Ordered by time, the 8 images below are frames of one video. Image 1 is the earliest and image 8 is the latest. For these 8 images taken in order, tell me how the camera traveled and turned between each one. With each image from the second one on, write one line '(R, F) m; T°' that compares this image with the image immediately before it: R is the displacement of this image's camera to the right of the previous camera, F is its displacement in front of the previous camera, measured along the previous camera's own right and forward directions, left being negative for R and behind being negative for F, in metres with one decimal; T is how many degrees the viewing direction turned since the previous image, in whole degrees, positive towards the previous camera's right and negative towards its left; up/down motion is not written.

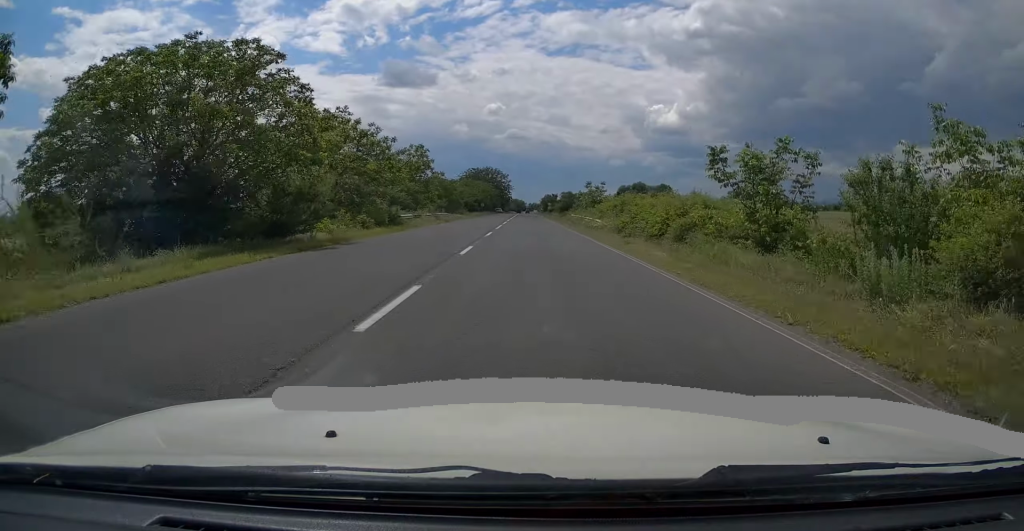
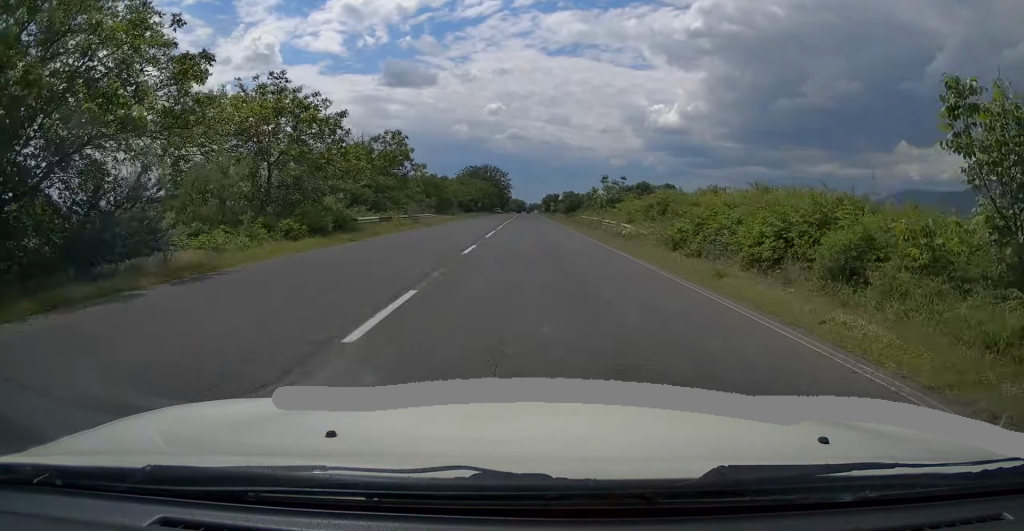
(-0.2, +9.1) m; 0°
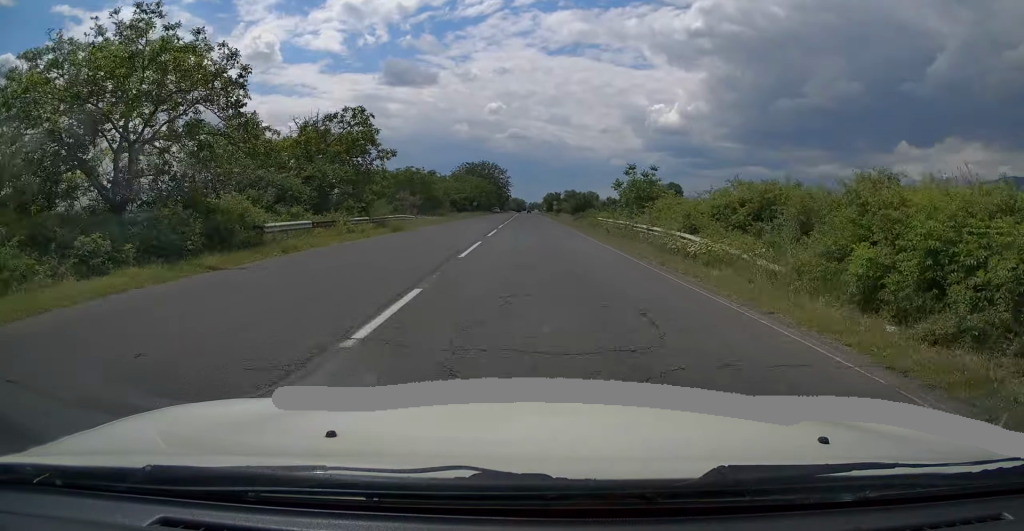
(-0.2, +9.6) m; 0°
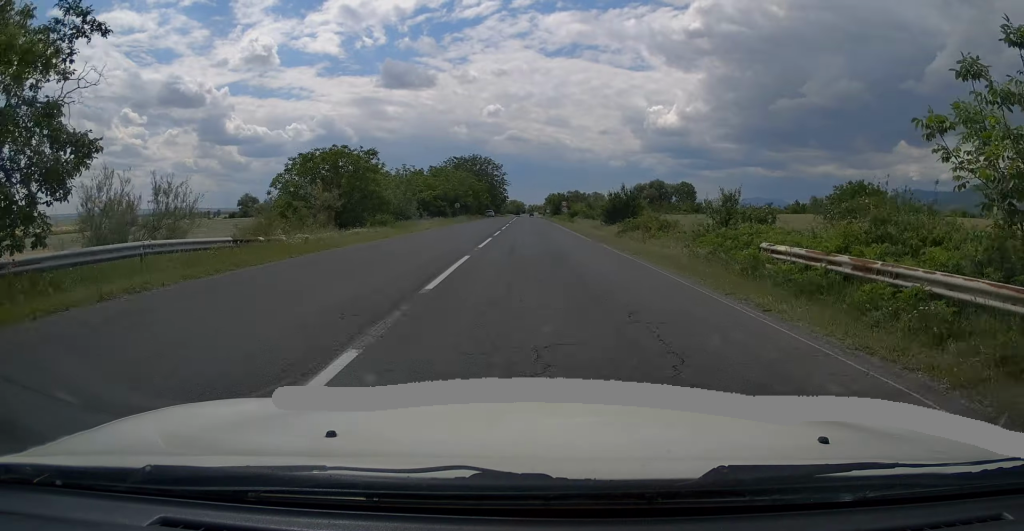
(+0.2, +24.8) m; 0°
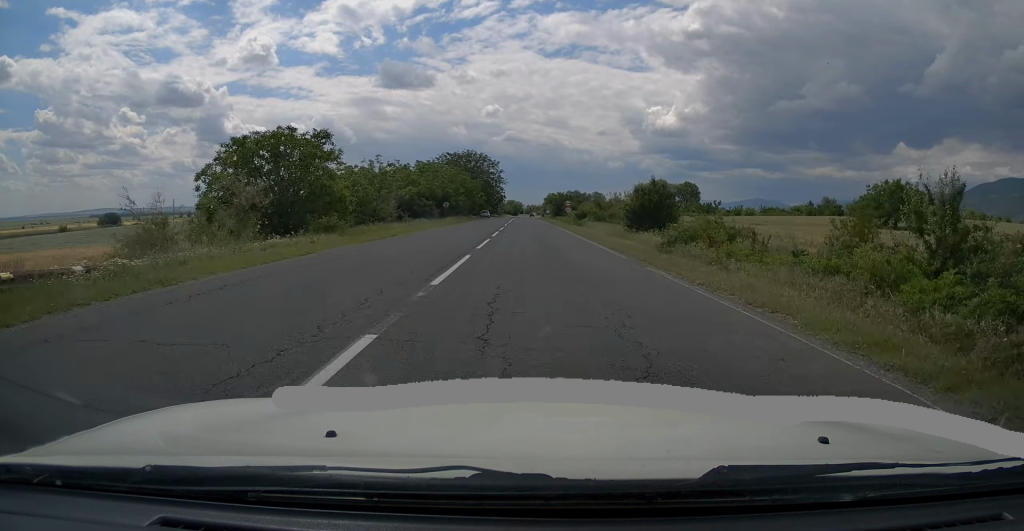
(-0.2, +9.1) m; 0°
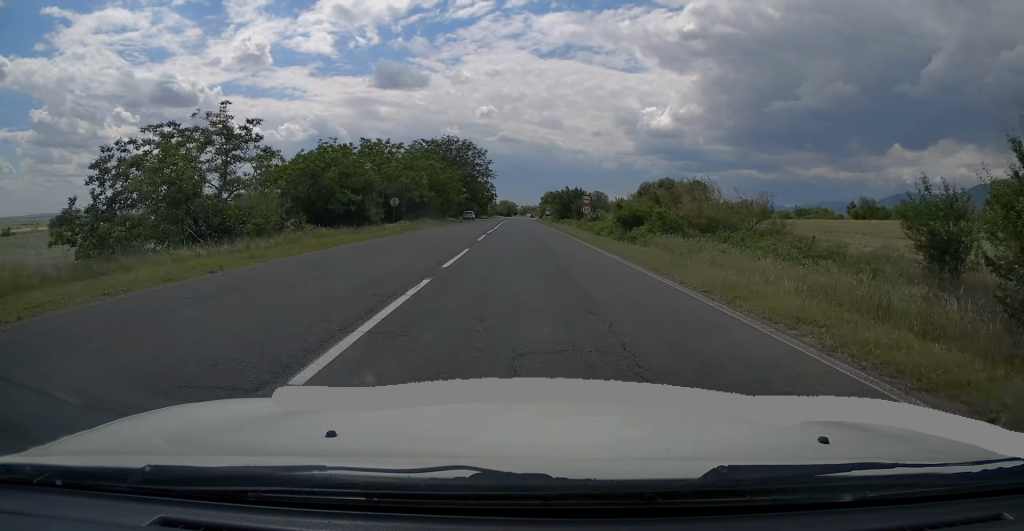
(+0.3, +23.2) m; 0°
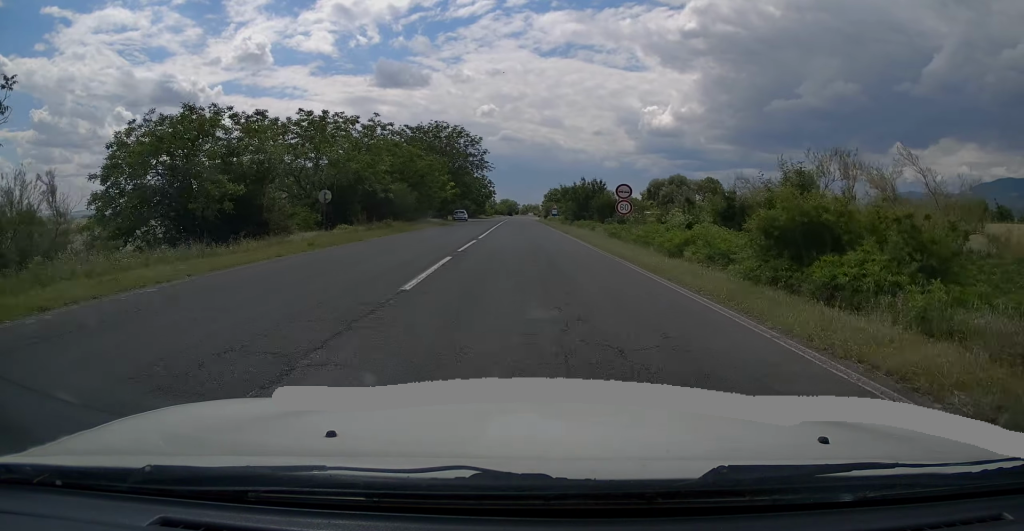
(-0.3, +14.6) m; 0°
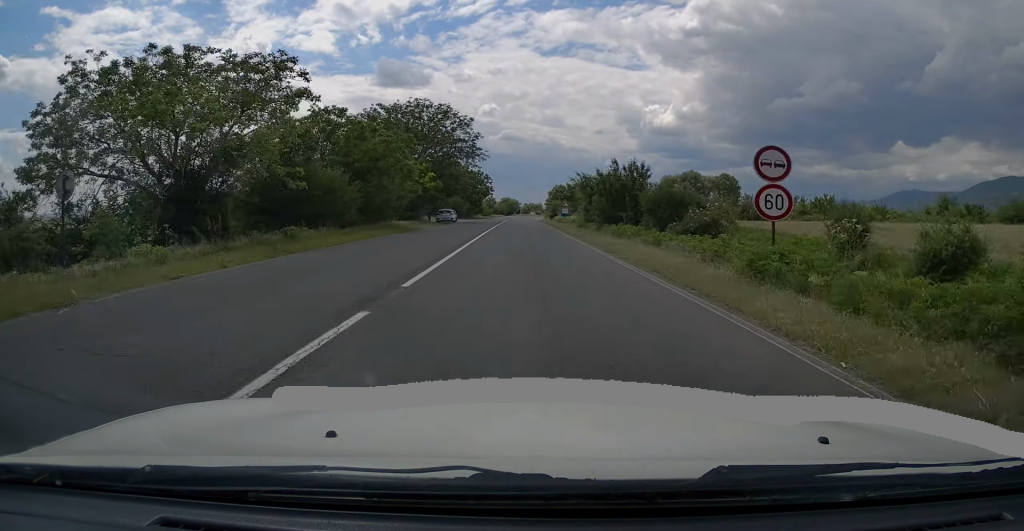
(+0.4, +16.0) m; +1°
